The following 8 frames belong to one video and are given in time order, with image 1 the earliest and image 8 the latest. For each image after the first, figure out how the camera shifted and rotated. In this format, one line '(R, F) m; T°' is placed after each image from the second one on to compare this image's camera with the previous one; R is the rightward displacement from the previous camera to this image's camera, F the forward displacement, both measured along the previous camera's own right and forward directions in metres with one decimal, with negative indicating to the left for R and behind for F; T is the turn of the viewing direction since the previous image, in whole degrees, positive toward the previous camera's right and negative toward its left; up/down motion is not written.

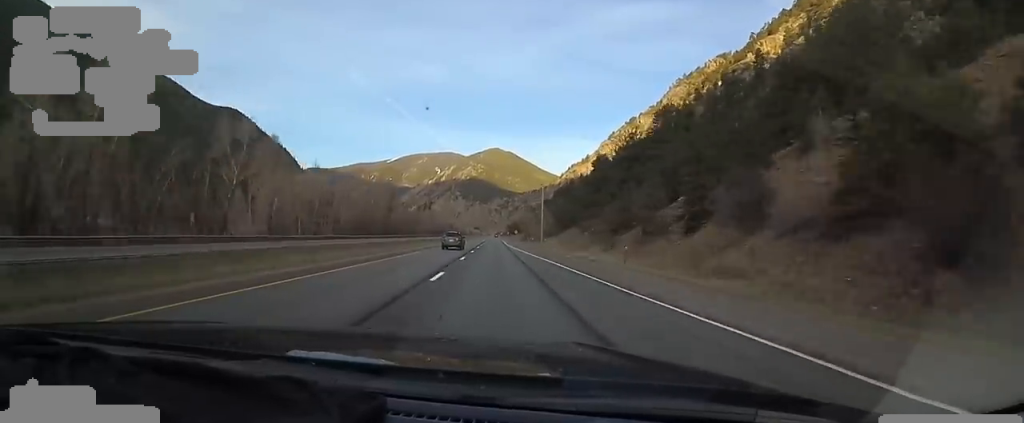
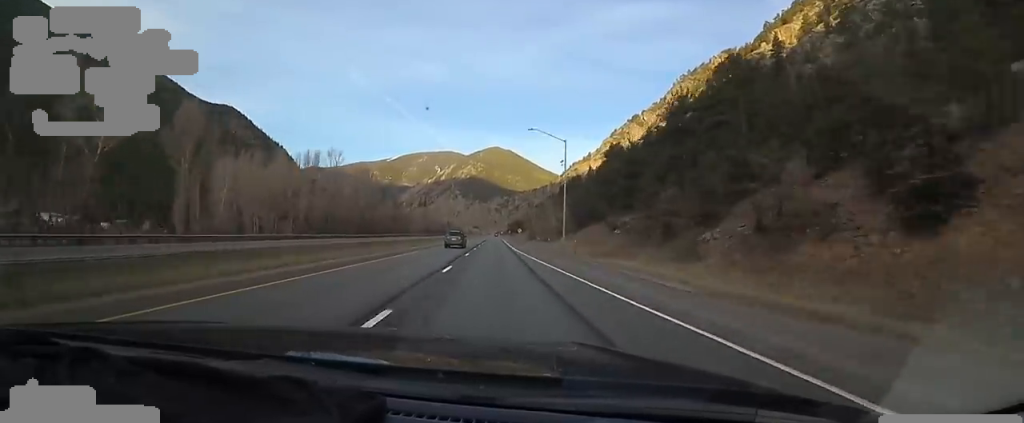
(-0.4, +21.0) m; -1°
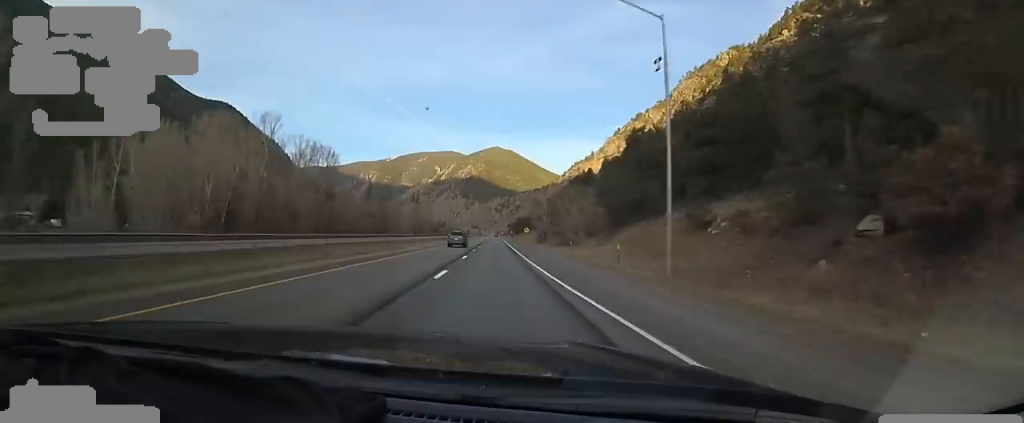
(-0.3, +27.3) m; +1°
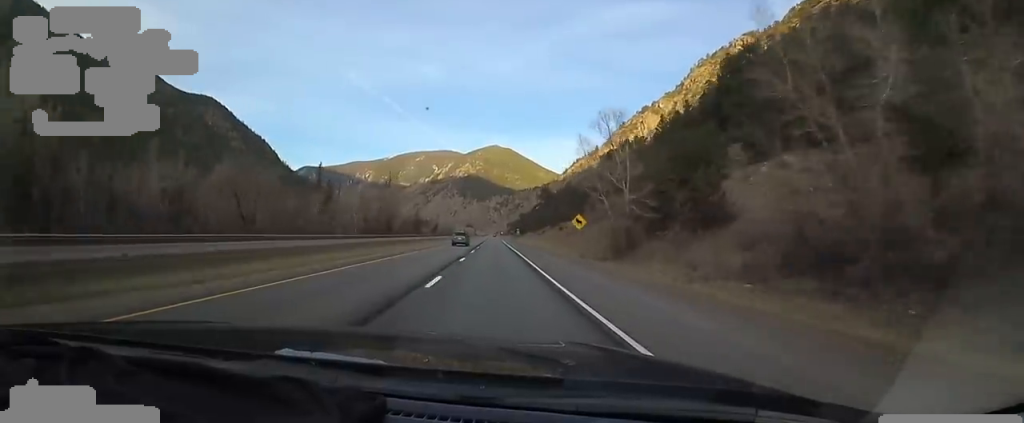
(+1.0, +62.7) m; -1°
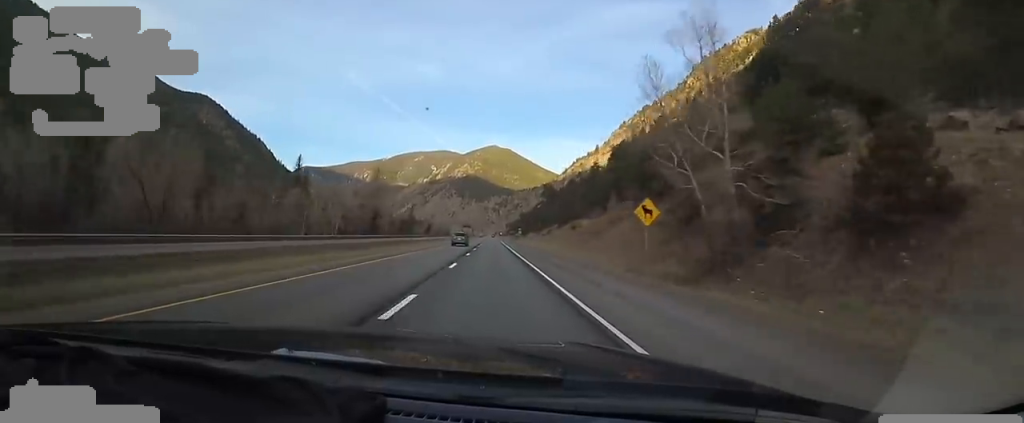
(-0.7, +16.7) m; -1°
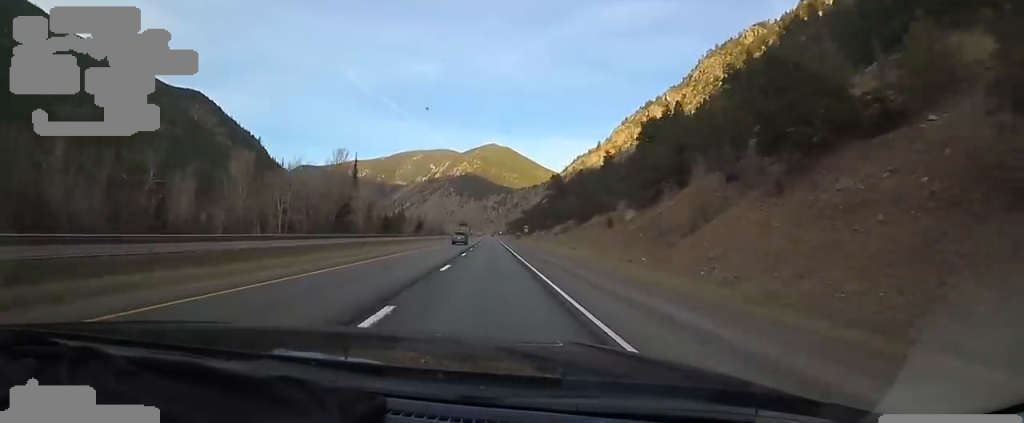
(+0.5, +26.1) m; +3°
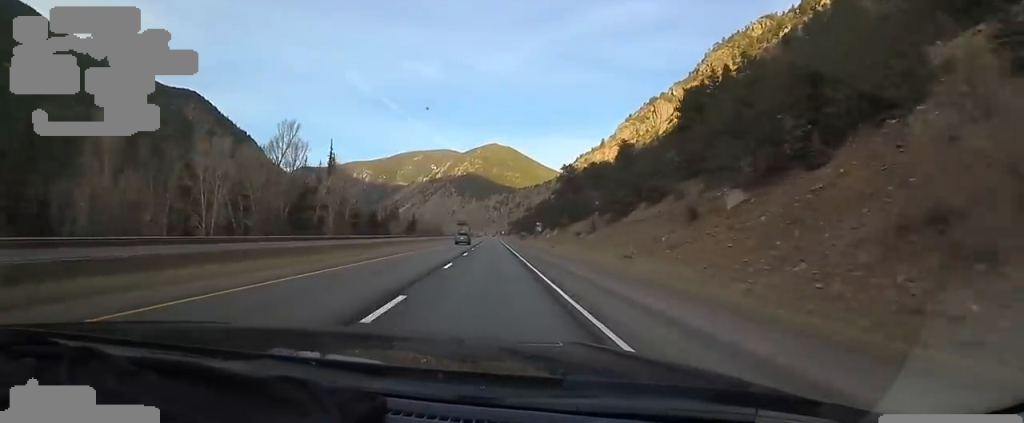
(+0.8, +22.9) m; 0°
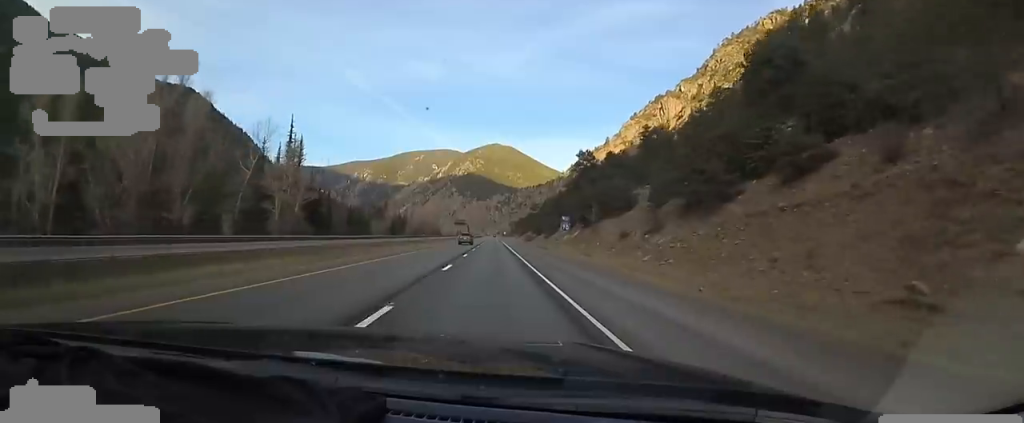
(0.0, +25.0) m; -1°
